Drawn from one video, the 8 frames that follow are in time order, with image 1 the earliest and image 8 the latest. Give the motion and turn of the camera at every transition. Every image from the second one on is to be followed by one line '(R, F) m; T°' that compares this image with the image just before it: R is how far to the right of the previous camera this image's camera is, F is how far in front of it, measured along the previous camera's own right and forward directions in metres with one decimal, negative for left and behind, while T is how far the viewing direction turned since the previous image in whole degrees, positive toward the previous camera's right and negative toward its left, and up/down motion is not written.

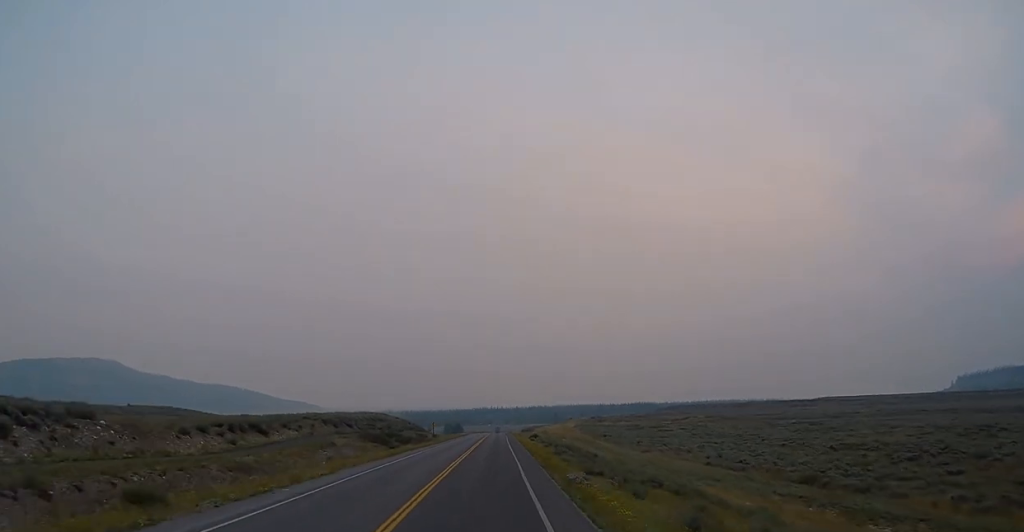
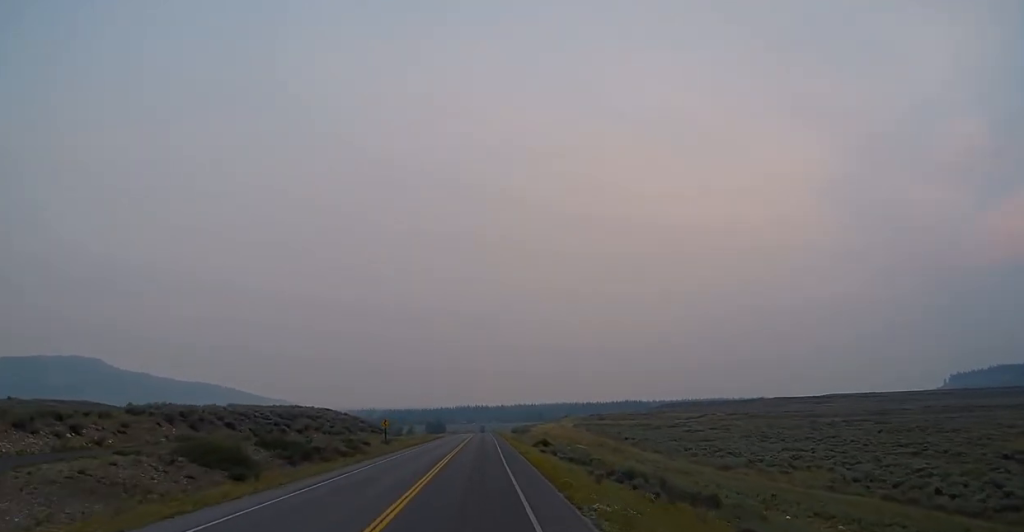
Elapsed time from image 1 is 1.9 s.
(+0.9, +39.9) m; +2°
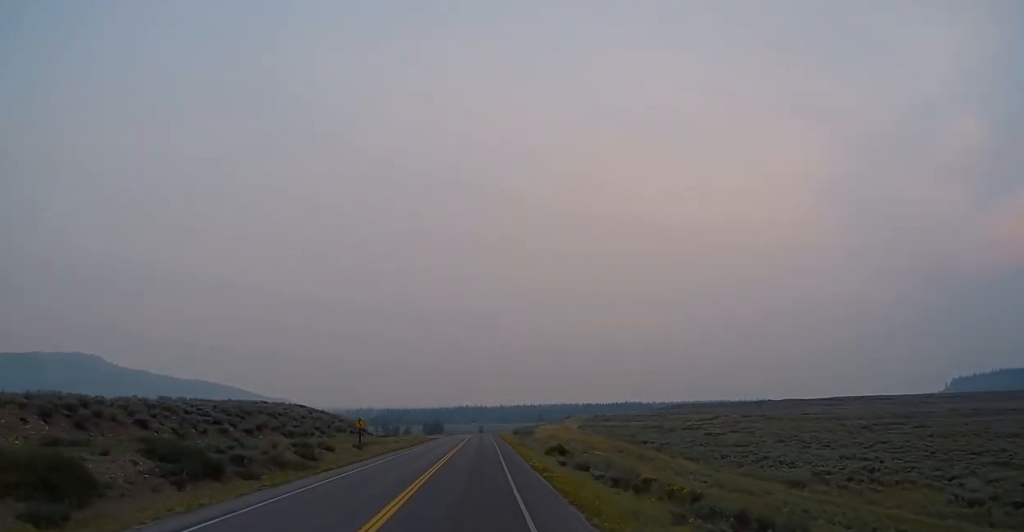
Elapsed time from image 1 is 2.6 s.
(-0.2, +14.3) m; 0°
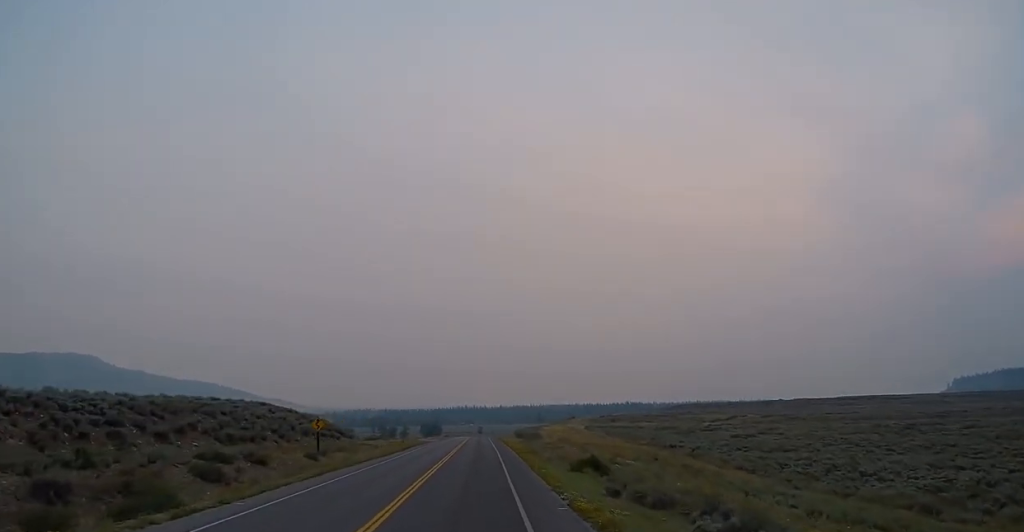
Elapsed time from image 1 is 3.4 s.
(-0.1, +15.2) m; 0°
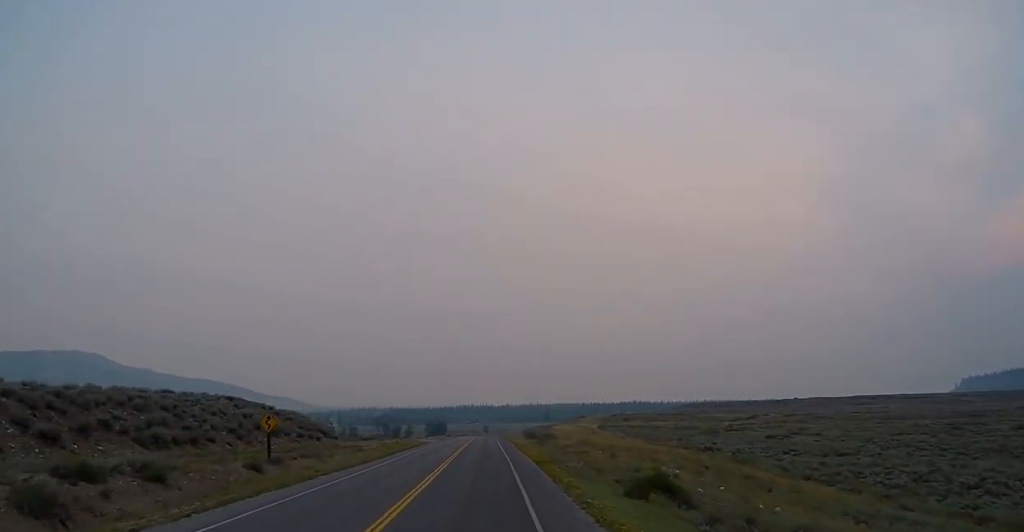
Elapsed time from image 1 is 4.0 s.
(0.0, +12.0) m; 0°
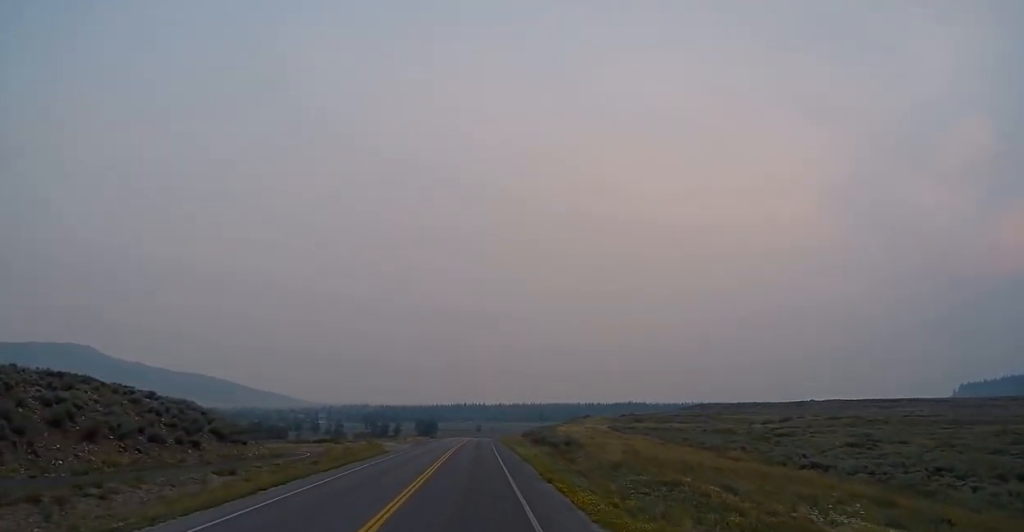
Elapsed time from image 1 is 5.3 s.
(+0.3, +28.8) m; 0°
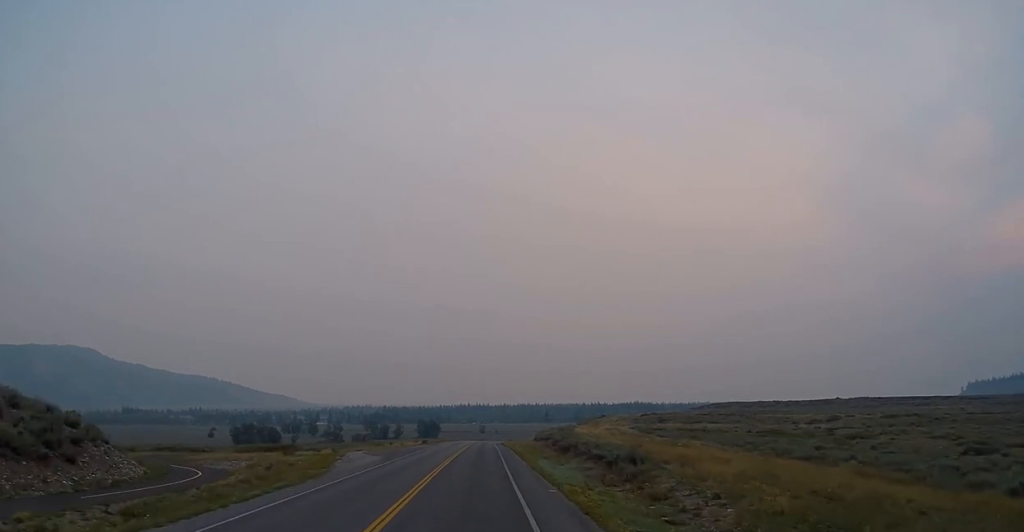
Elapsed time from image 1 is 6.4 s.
(-0.2, +22.6) m; -1°
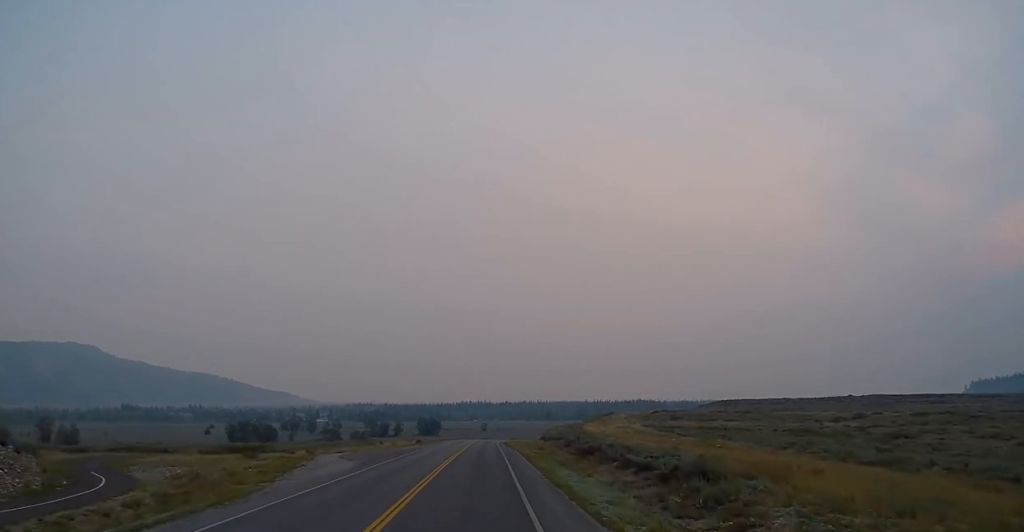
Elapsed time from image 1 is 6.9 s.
(0.0, +10.2) m; 0°
